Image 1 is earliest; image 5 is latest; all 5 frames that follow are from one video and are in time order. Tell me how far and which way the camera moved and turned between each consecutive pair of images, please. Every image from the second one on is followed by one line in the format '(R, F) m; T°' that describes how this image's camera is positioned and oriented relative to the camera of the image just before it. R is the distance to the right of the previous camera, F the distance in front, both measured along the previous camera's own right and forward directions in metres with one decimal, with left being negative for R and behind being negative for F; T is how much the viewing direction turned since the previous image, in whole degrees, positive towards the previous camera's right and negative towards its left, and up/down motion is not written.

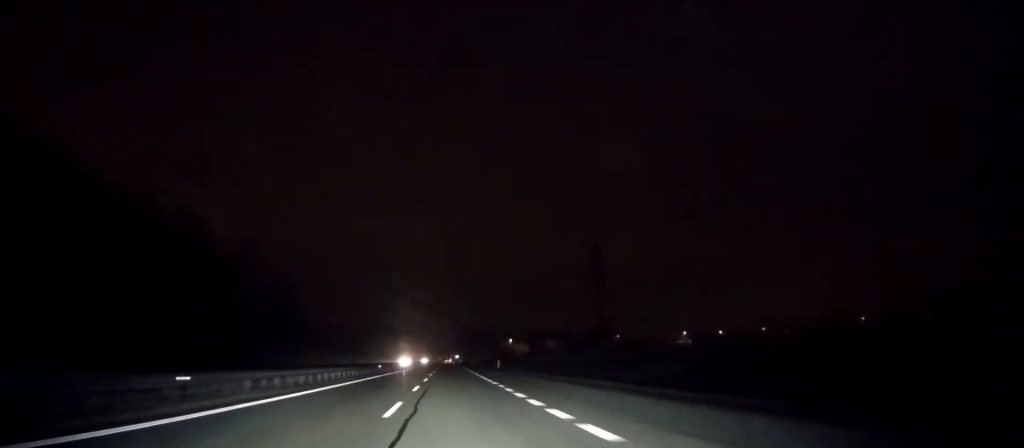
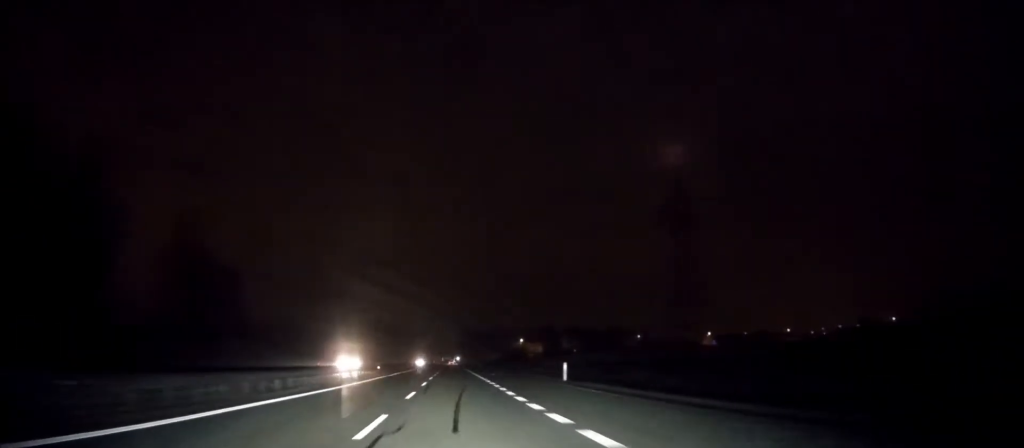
(0.0, +50.6) m; 0°
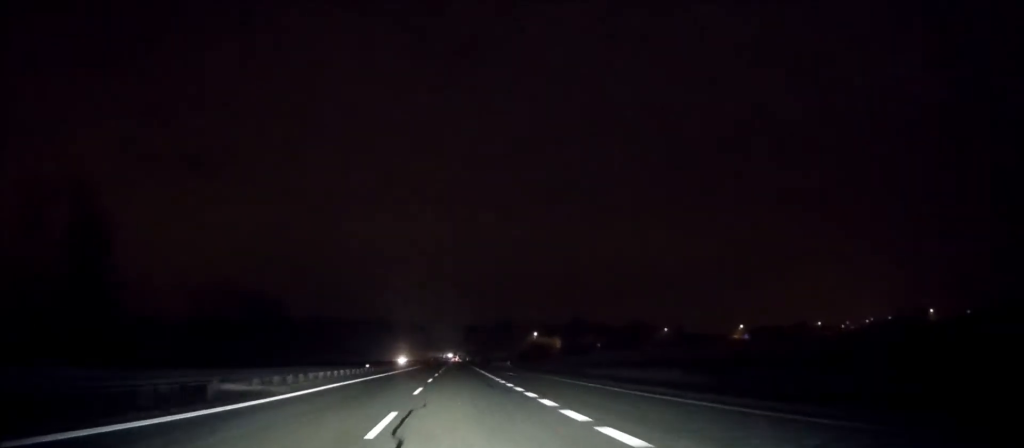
(+0.2, +58.7) m; 0°
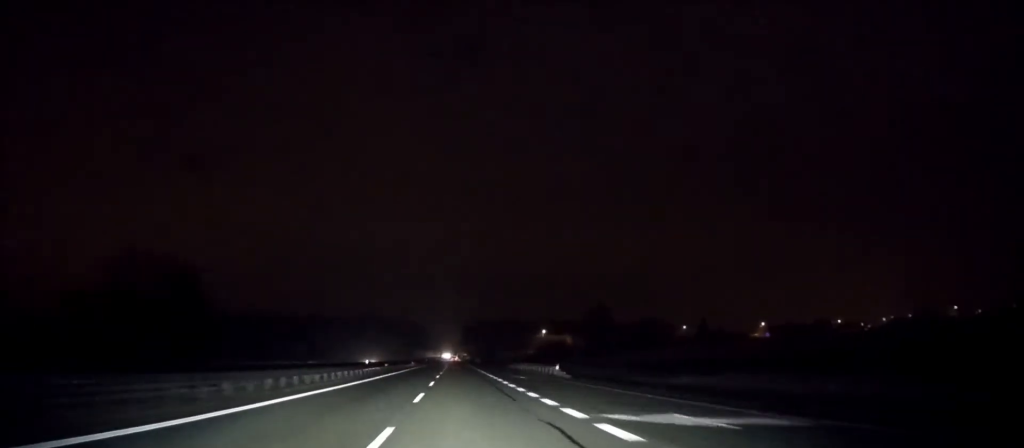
(-0.2, +36.4) m; 0°
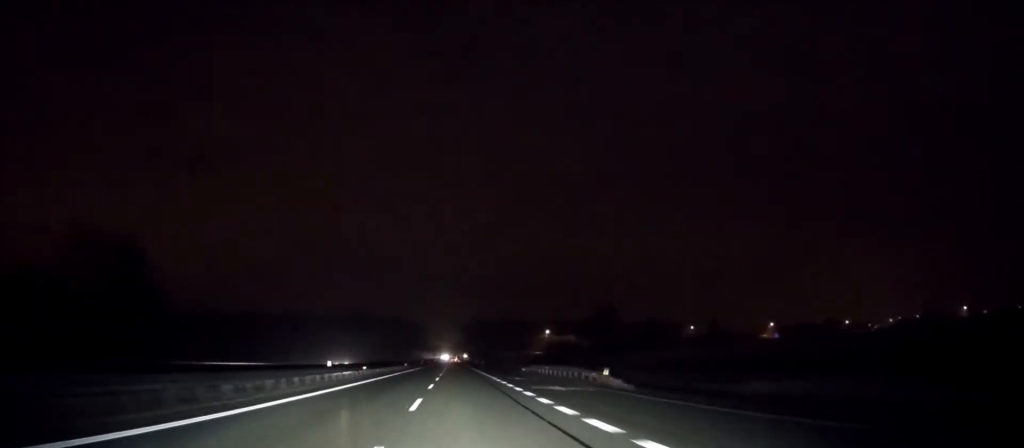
(0.0, +13.0) m; 0°
